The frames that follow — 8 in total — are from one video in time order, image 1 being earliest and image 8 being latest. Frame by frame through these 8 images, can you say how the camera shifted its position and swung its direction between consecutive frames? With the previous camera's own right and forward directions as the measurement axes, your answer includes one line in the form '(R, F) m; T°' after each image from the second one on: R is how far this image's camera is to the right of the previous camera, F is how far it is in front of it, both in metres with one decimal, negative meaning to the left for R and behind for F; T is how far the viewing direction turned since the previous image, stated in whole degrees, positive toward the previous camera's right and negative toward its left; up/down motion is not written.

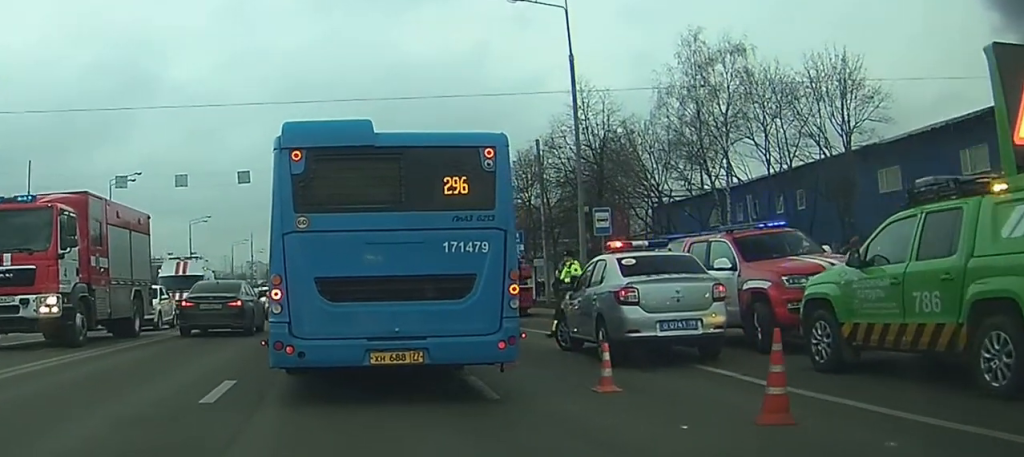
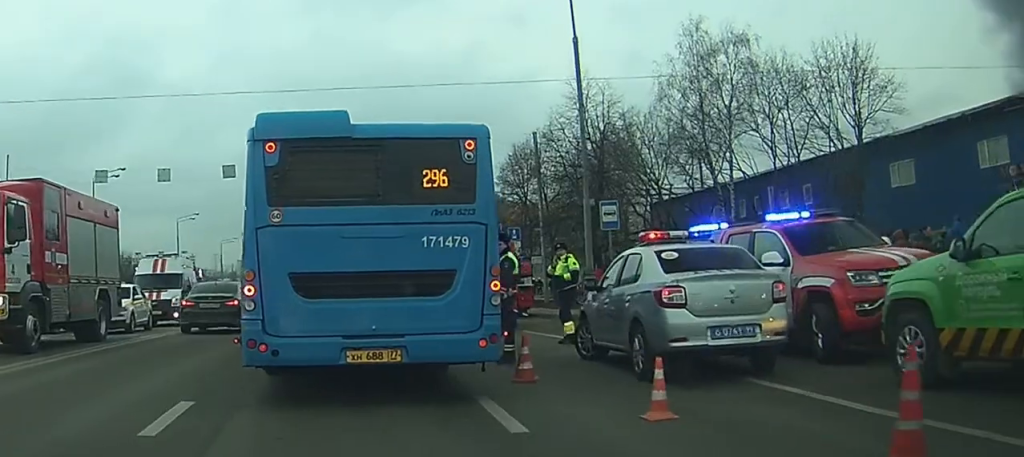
(0.0, +1.7) m; +1°
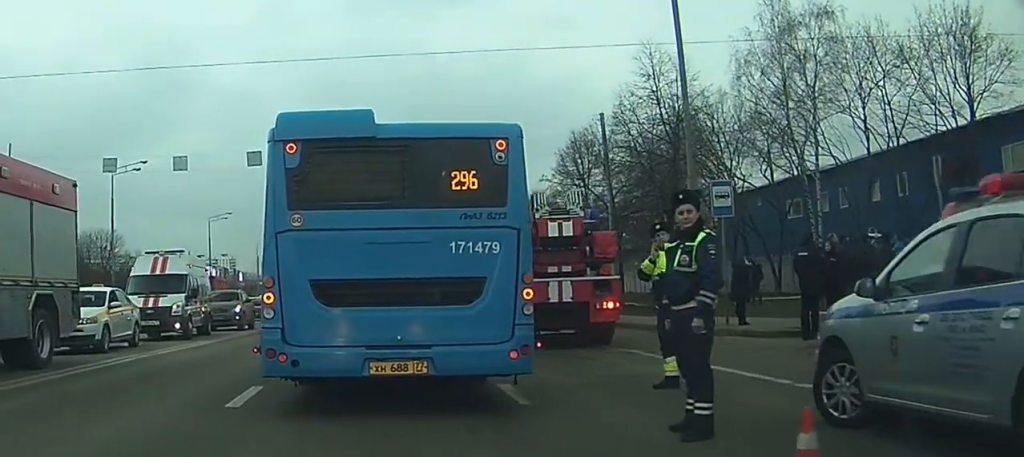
(0.0, +5.8) m; -1°
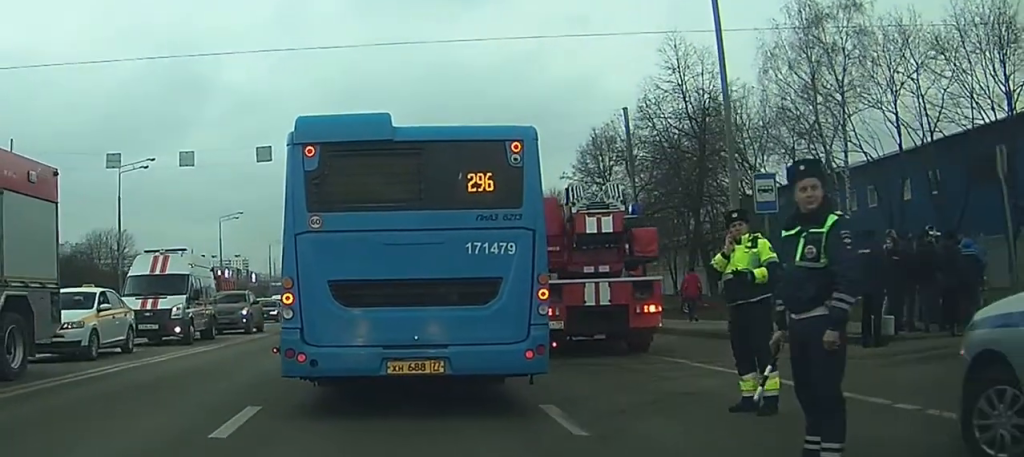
(0.0, +1.9) m; 0°
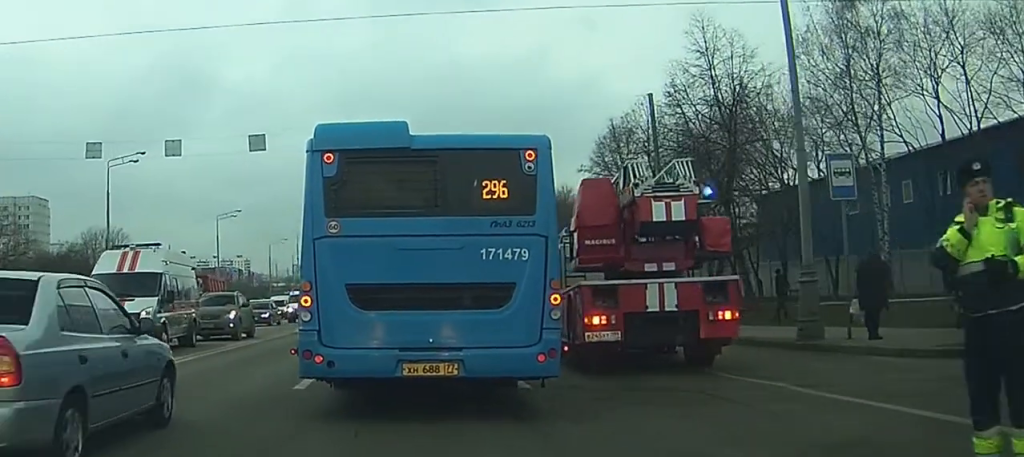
(0.0, +3.6) m; +1°
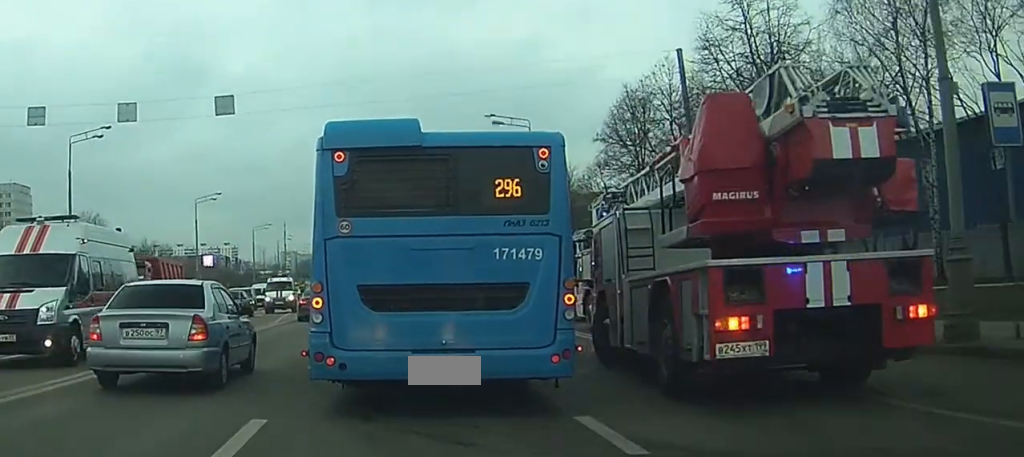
(+0.1, +5.3) m; +1°
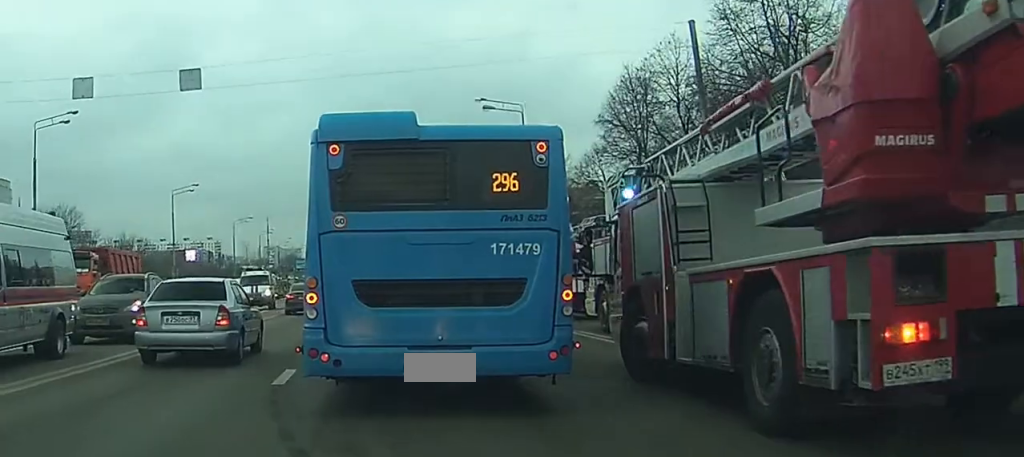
(0.0, +3.2) m; 0°
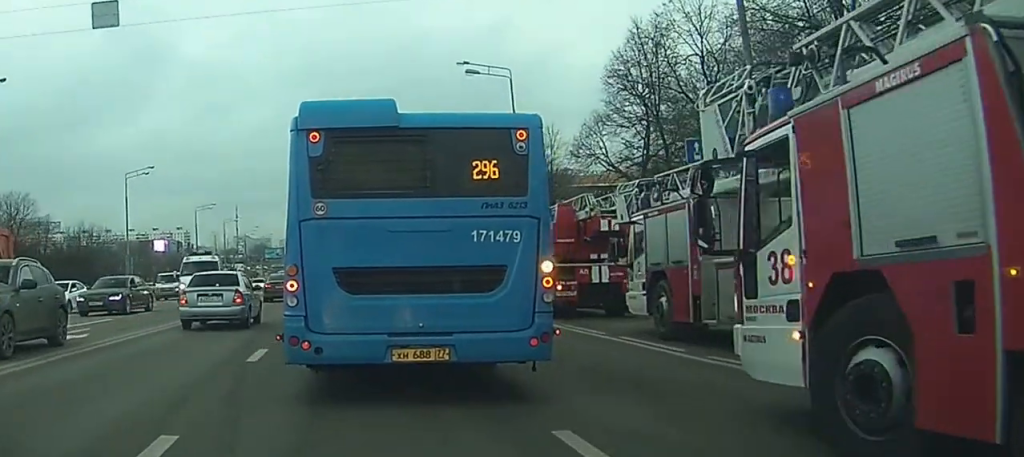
(+0.2, +6.8) m; +3°
